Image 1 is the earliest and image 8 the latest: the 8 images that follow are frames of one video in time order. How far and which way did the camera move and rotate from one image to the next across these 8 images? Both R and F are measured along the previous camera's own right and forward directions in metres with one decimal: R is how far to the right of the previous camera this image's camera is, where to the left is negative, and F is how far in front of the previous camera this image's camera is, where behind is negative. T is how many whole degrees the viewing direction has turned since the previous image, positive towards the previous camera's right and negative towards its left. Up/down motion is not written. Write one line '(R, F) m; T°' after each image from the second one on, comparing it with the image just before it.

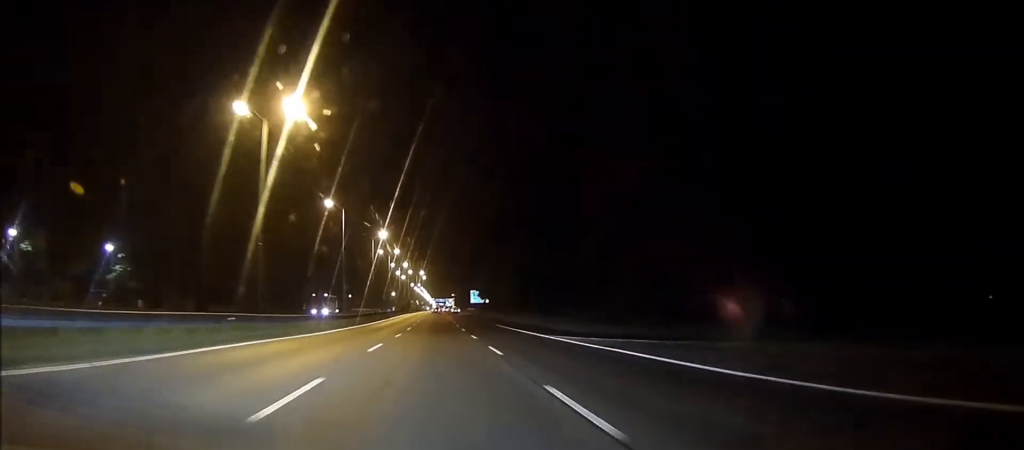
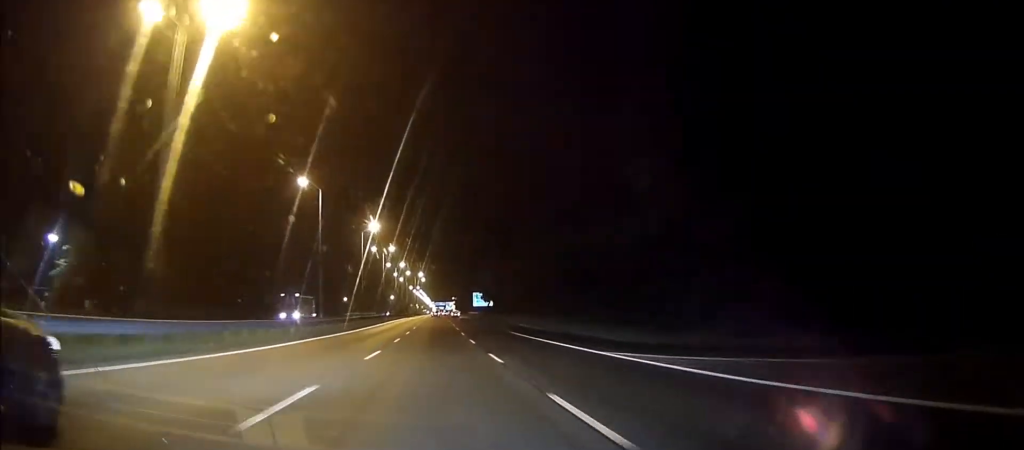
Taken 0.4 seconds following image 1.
(0.0, +12.5) m; 0°
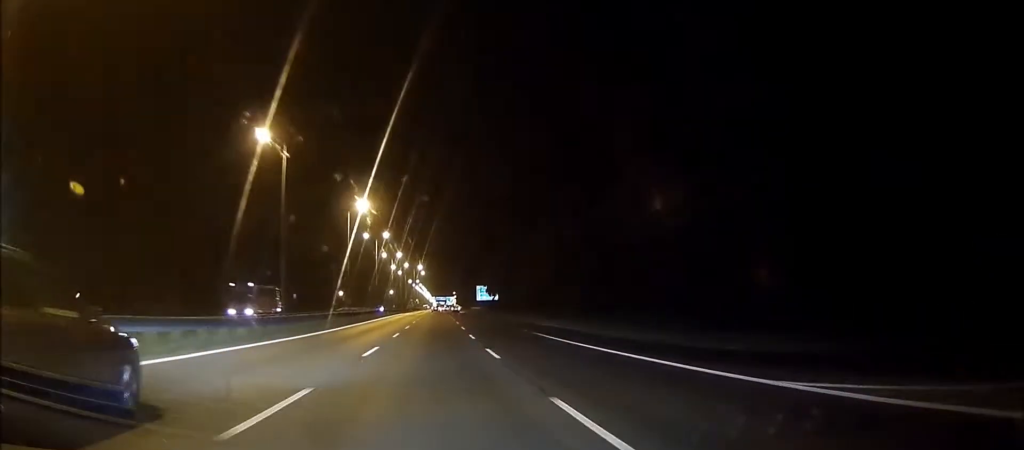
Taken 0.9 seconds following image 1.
(-0.1, +12.5) m; 0°
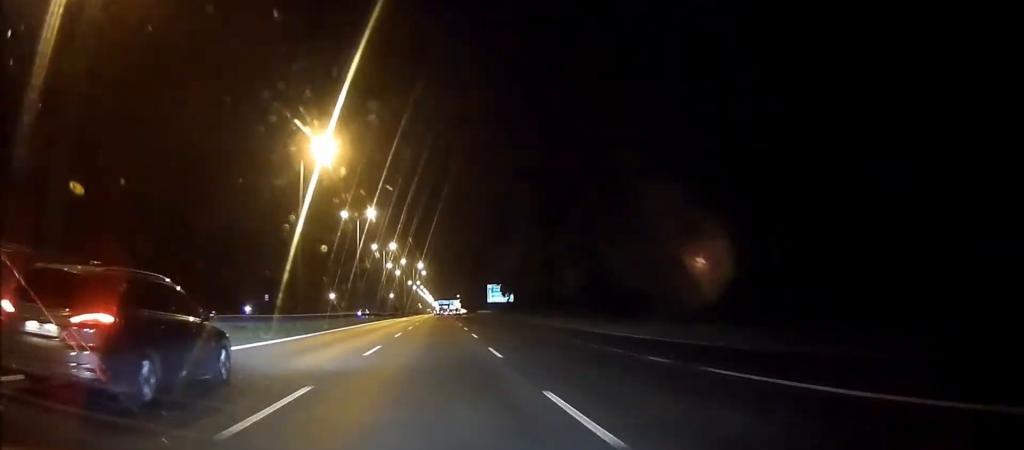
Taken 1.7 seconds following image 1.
(+0.1, +24.0) m; 0°
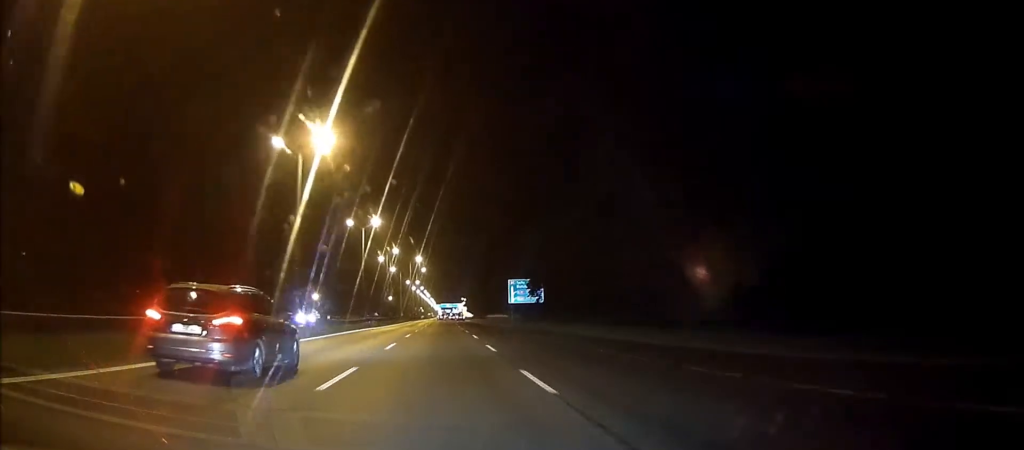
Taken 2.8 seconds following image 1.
(0.0, +30.7) m; 0°
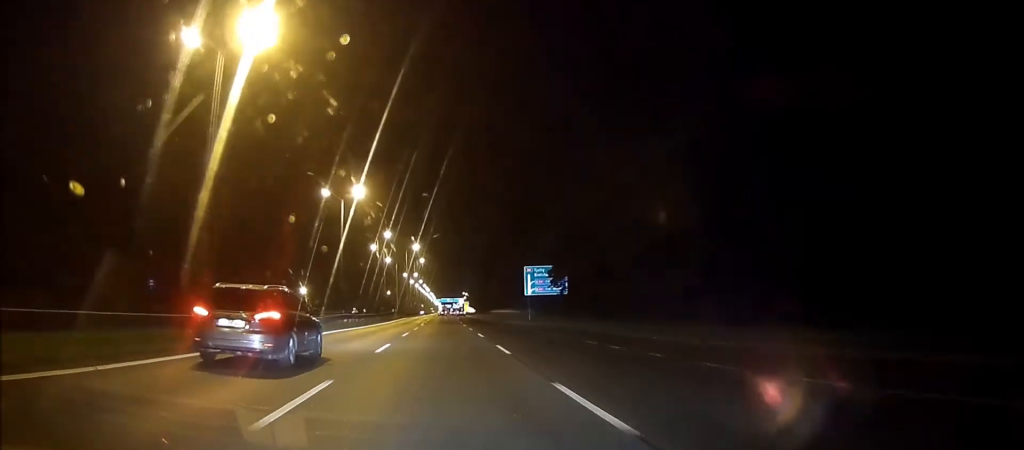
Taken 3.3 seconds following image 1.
(0.0, +15.4) m; 0°
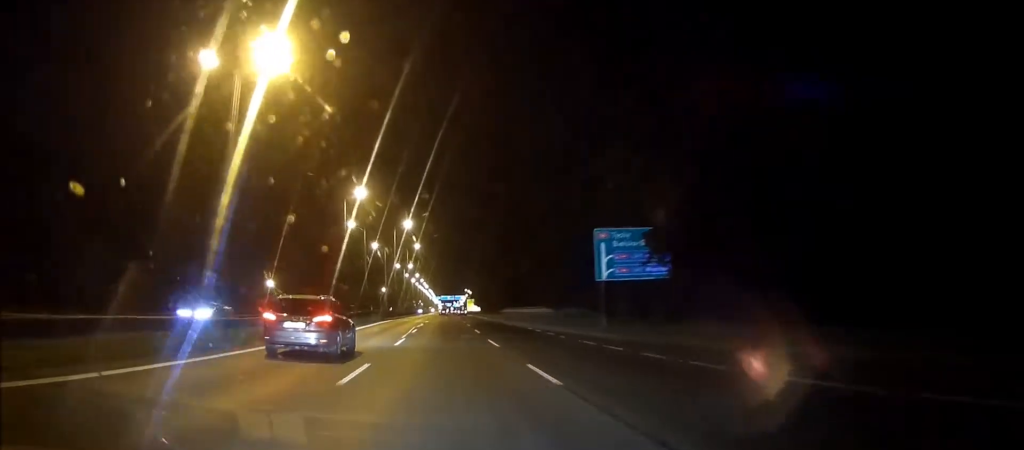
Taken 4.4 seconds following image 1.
(+0.1, +31.0) m; 0°
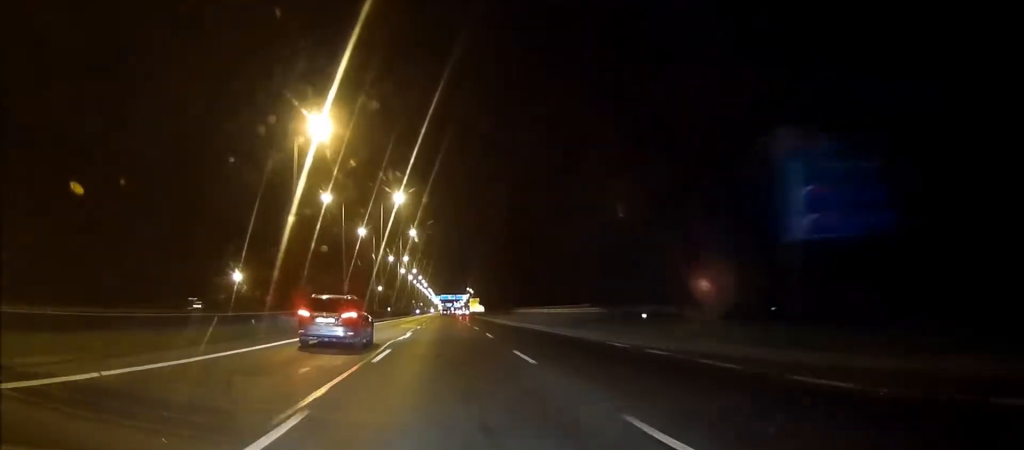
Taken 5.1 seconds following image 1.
(0.0, +21.5) m; 0°
